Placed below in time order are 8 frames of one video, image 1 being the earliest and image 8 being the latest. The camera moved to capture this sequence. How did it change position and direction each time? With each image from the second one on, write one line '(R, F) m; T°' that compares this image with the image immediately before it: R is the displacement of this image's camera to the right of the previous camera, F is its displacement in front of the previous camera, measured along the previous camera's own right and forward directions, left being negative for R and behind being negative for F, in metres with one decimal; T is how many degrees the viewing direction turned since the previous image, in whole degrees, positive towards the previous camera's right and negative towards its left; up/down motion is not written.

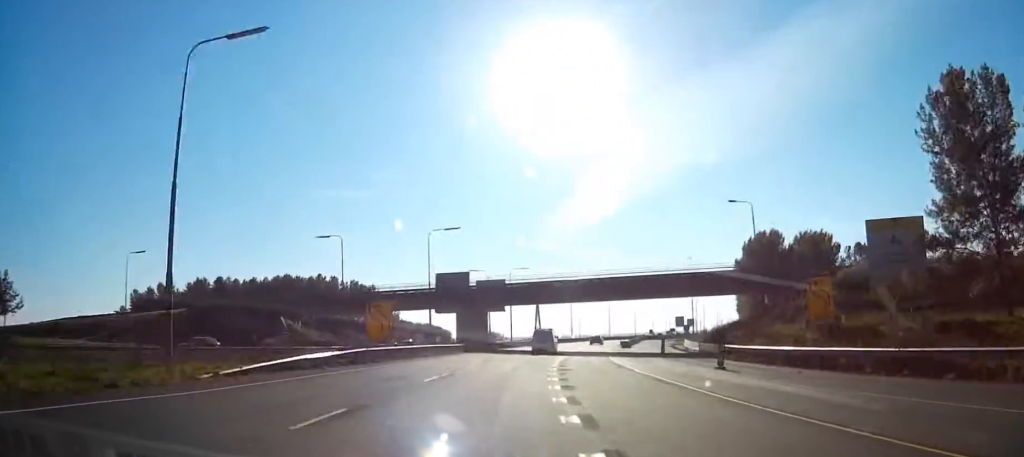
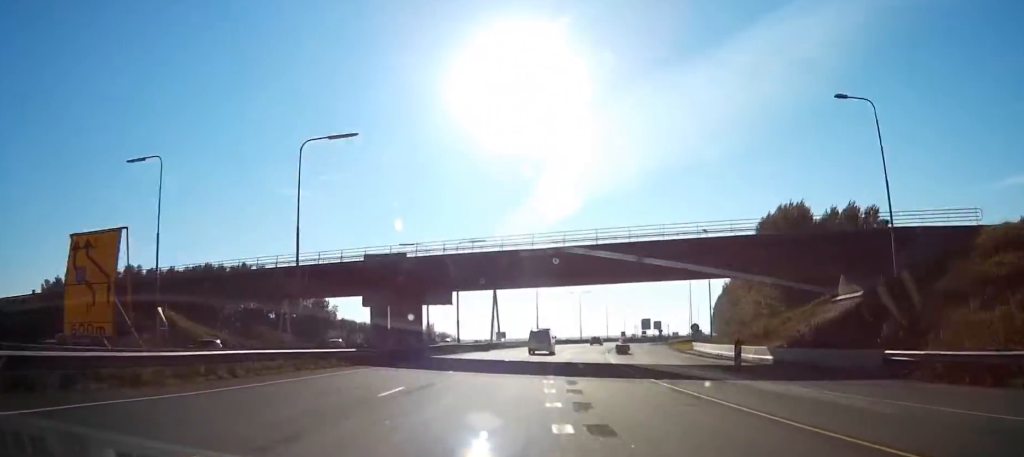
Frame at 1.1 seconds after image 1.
(+1.0, +28.4) m; +3°
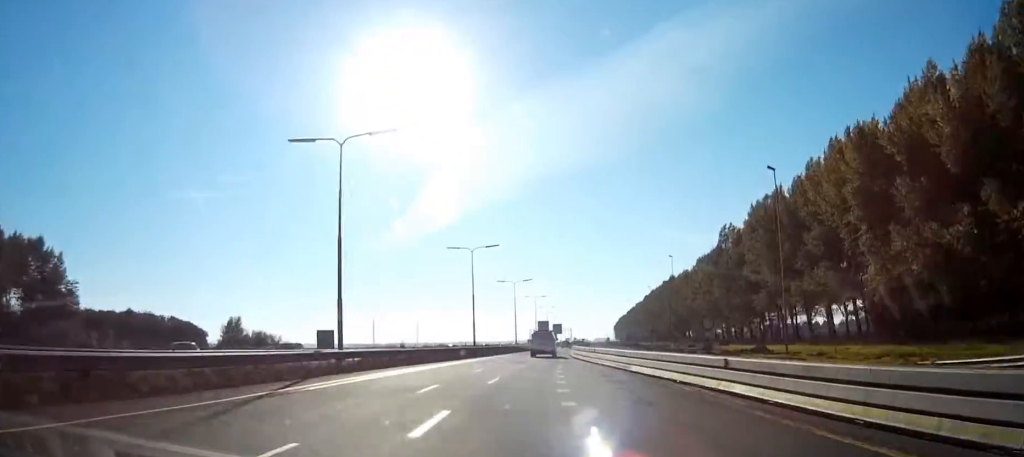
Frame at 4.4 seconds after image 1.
(+6.6, +79.3) m; +9°
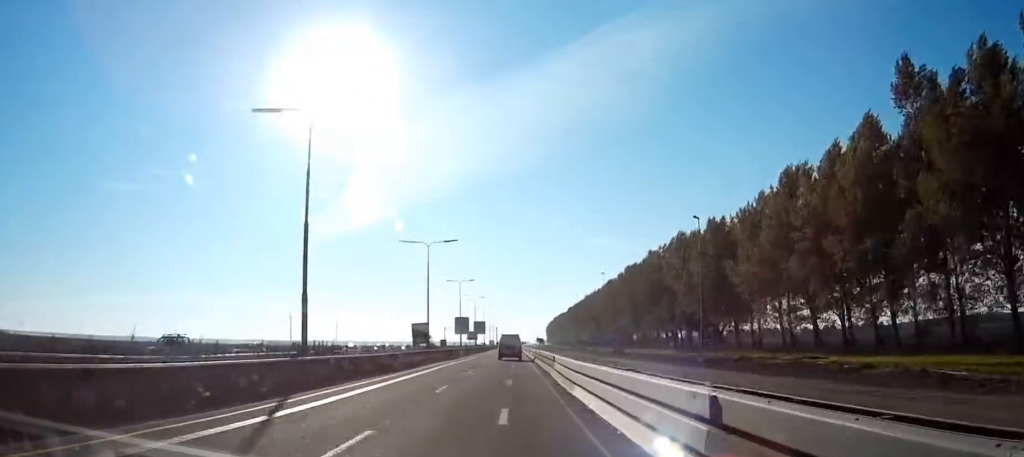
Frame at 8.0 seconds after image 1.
(+4.3, +83.9) m; +4°
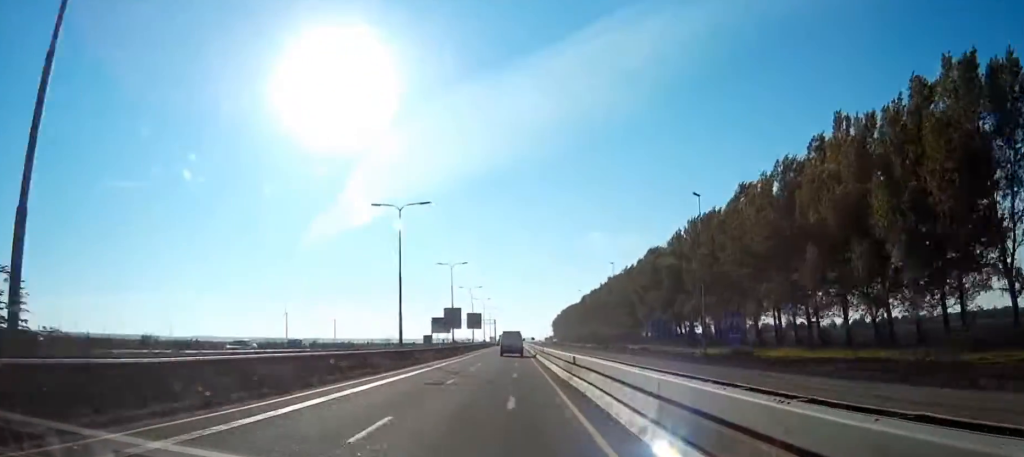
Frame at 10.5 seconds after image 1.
(0.0, +58.0) m; 0°
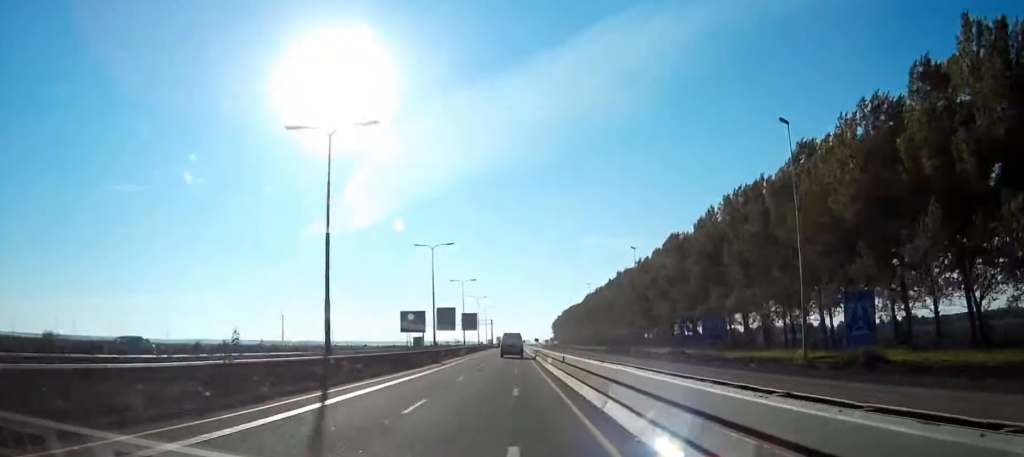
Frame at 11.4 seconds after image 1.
(0.0, +19.6) m; 0°
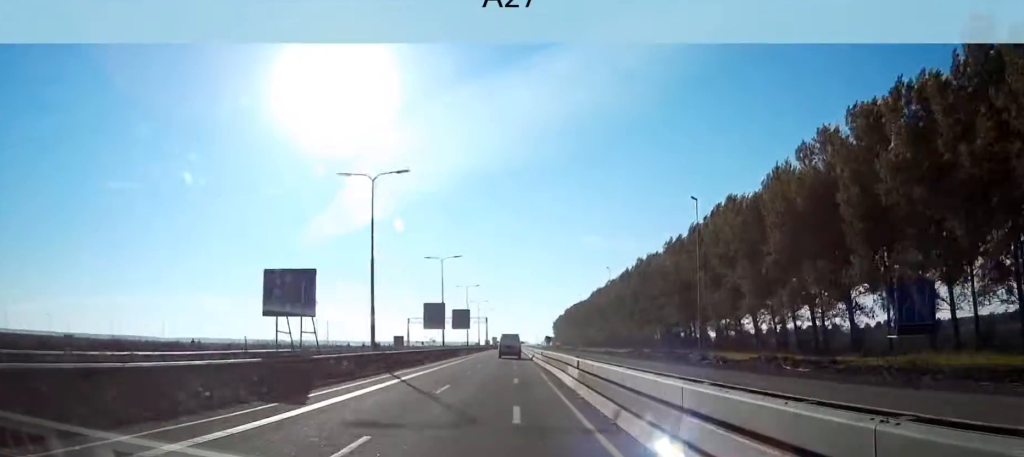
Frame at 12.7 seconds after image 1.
(0.0, +30.2) m; 0°
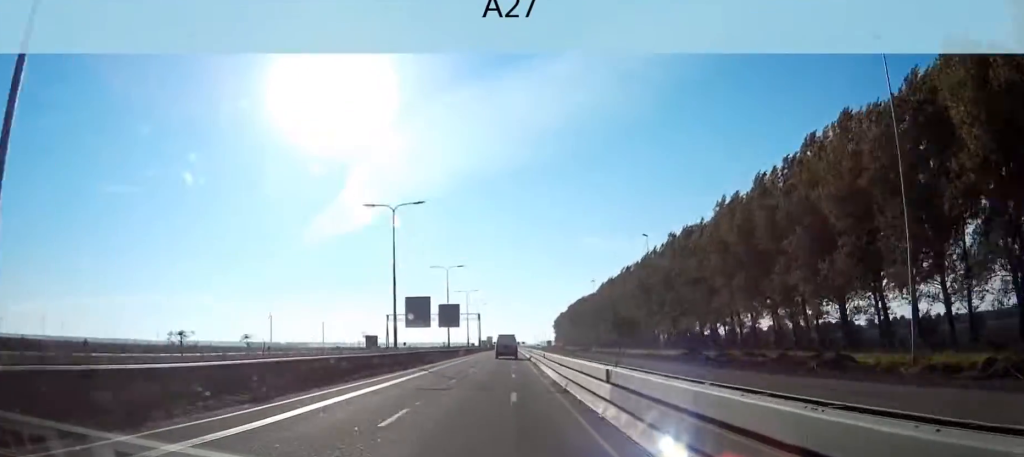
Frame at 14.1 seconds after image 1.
(+0.2, +31.5) m; 0°
